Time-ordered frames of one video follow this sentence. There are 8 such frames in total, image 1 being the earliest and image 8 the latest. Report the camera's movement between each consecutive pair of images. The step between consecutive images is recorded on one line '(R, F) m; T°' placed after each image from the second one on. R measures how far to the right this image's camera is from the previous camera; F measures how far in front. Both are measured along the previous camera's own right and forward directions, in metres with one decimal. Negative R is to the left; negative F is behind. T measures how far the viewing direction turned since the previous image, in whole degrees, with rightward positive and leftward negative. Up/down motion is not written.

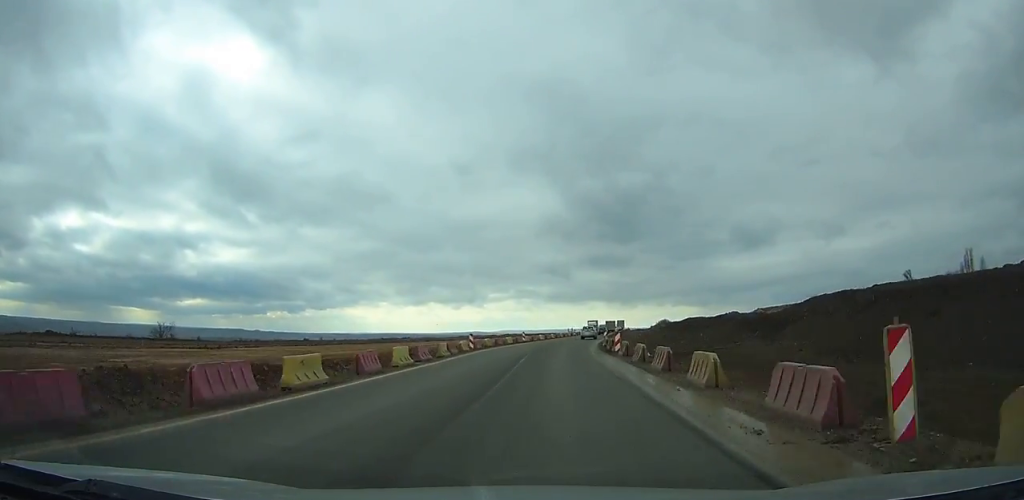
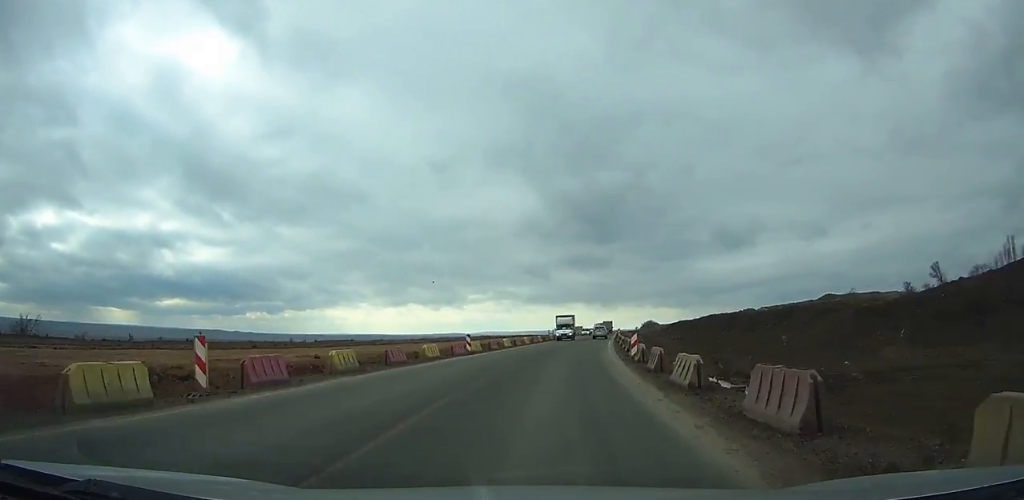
(+0.6, +30.7) m; +3°
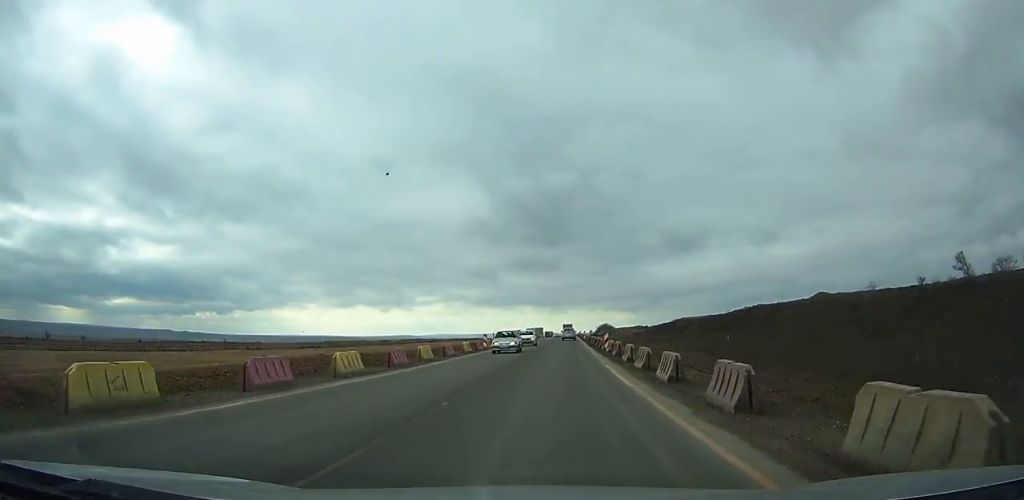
(+1.3, +39.9) m; +4°
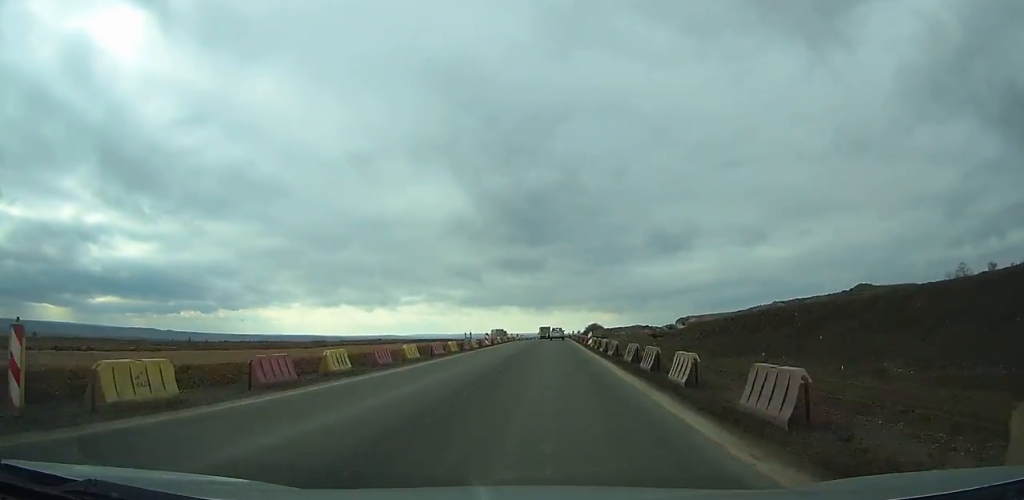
(+0.9, +39.8) m; +1°
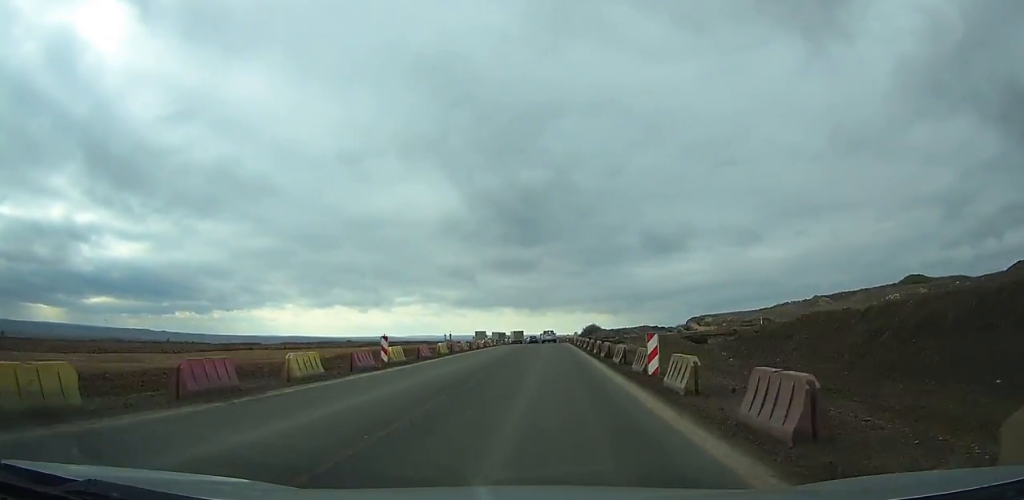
(+0.1, +29.0) m; 0°
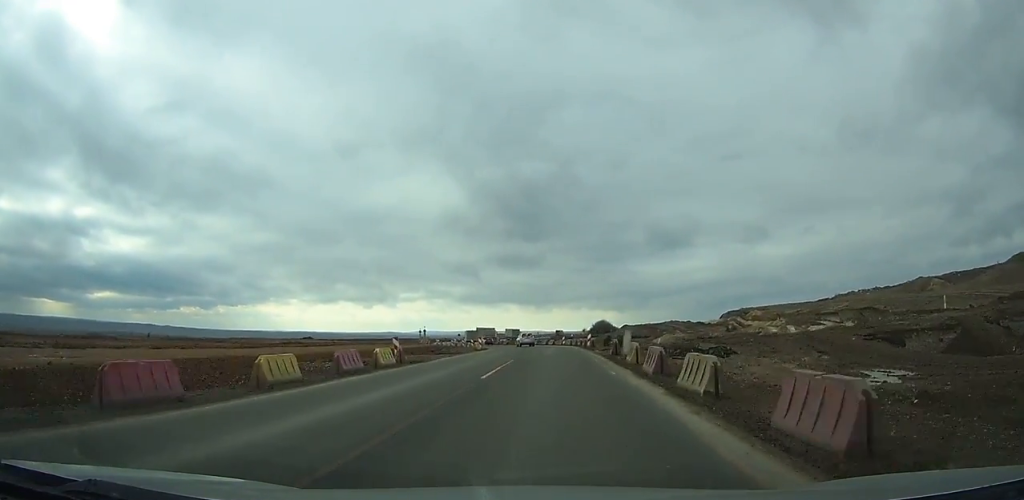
(-0.1, +38.3) m; -1°
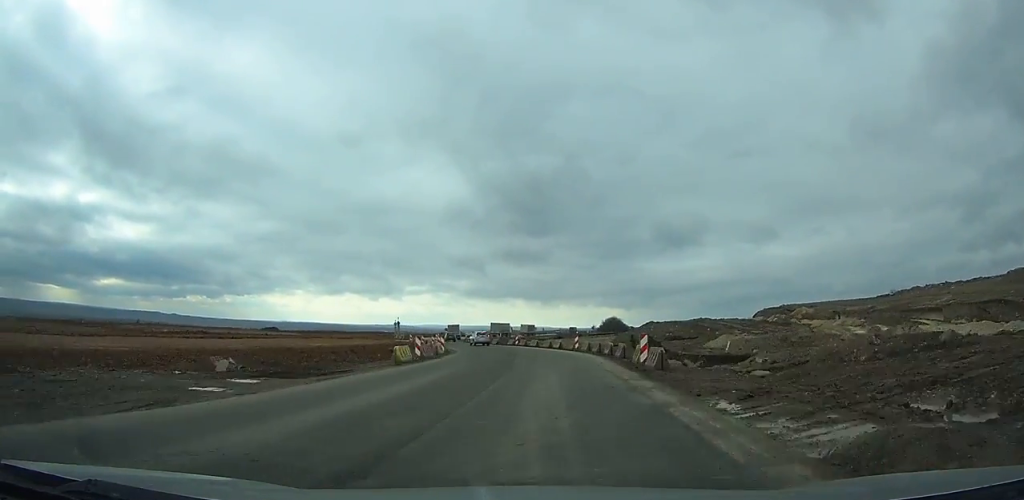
(-0.3, +25.7) m; -3°
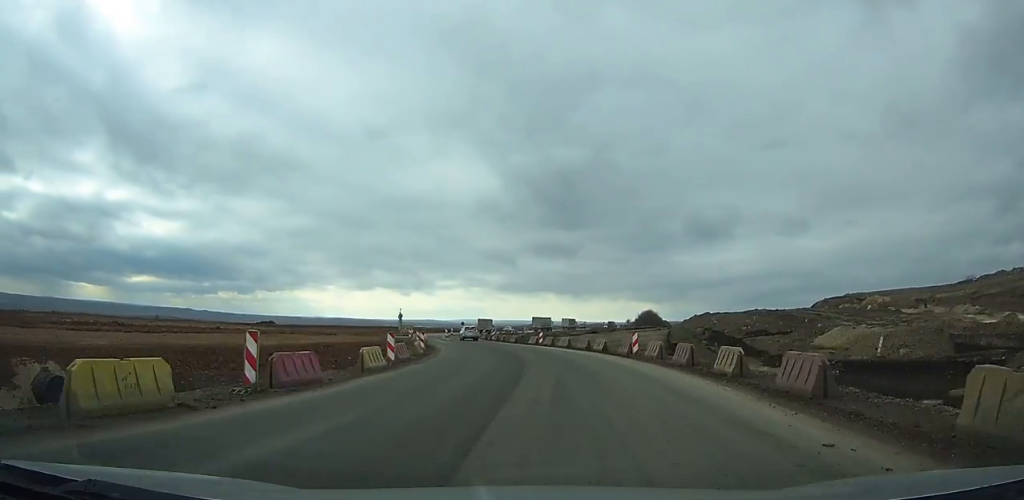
(0.0, +18.2) m; -4°
